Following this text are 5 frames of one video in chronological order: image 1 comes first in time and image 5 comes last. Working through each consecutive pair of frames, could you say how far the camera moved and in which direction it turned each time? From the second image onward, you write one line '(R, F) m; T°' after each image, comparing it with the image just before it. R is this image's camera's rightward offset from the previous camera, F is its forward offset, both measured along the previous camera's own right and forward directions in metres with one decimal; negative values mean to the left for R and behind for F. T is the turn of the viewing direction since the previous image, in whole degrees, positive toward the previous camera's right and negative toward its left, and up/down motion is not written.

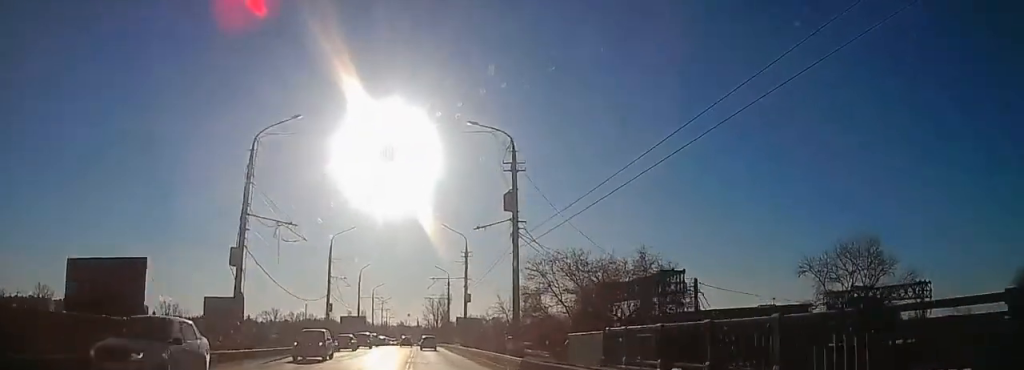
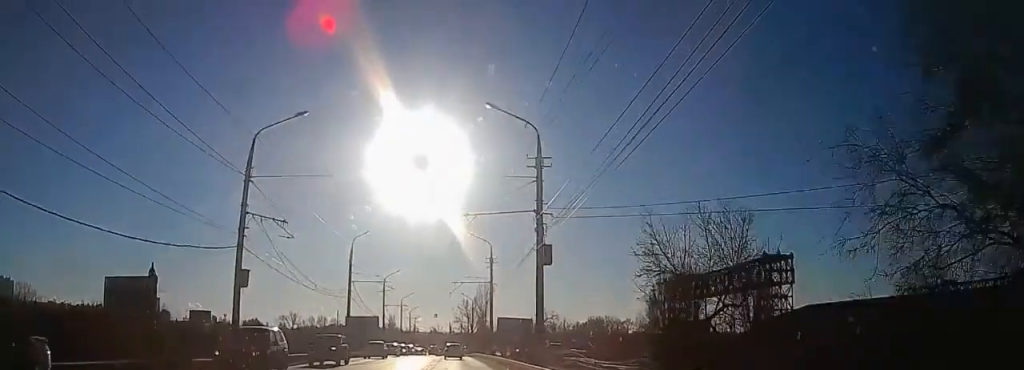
(+0.7, +31.2) m; +1°
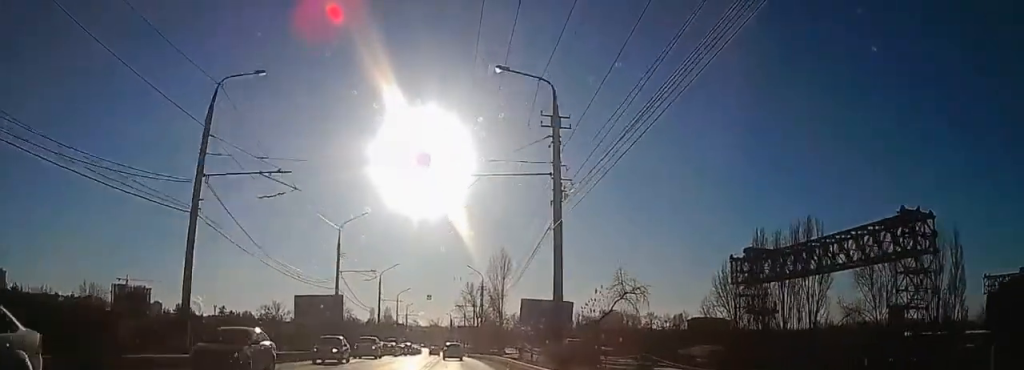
(-1.4, +34.9) m; -3°
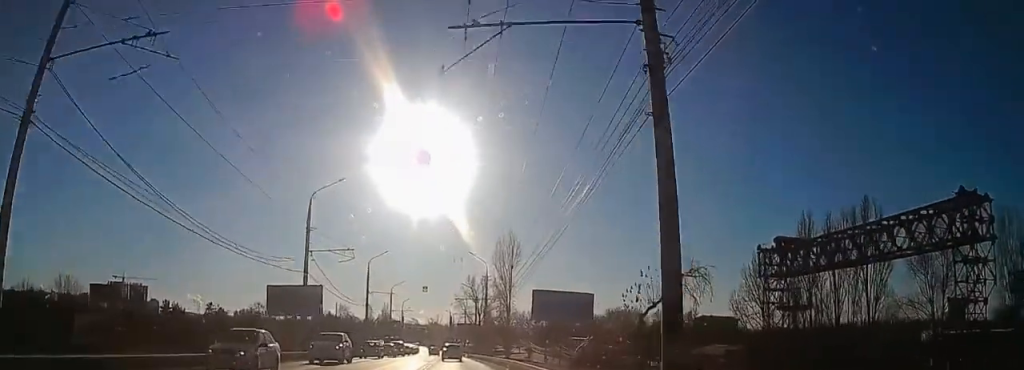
(+0.2, +11.5) m; 0°
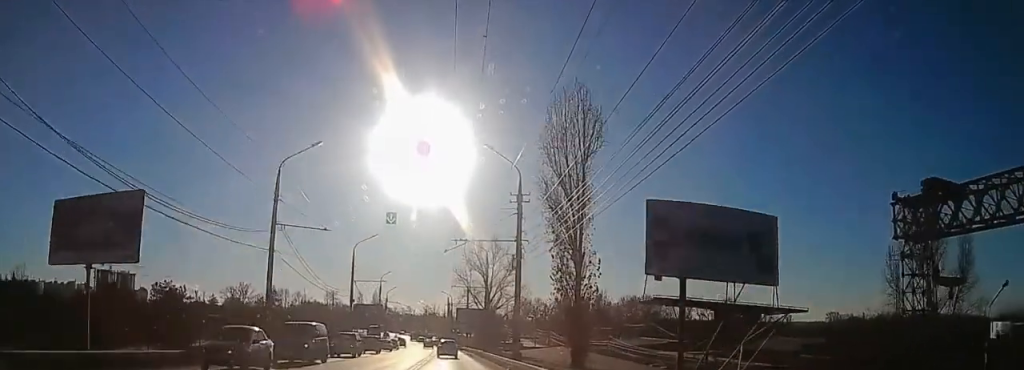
(+0.7, +36.7) m; +1°
